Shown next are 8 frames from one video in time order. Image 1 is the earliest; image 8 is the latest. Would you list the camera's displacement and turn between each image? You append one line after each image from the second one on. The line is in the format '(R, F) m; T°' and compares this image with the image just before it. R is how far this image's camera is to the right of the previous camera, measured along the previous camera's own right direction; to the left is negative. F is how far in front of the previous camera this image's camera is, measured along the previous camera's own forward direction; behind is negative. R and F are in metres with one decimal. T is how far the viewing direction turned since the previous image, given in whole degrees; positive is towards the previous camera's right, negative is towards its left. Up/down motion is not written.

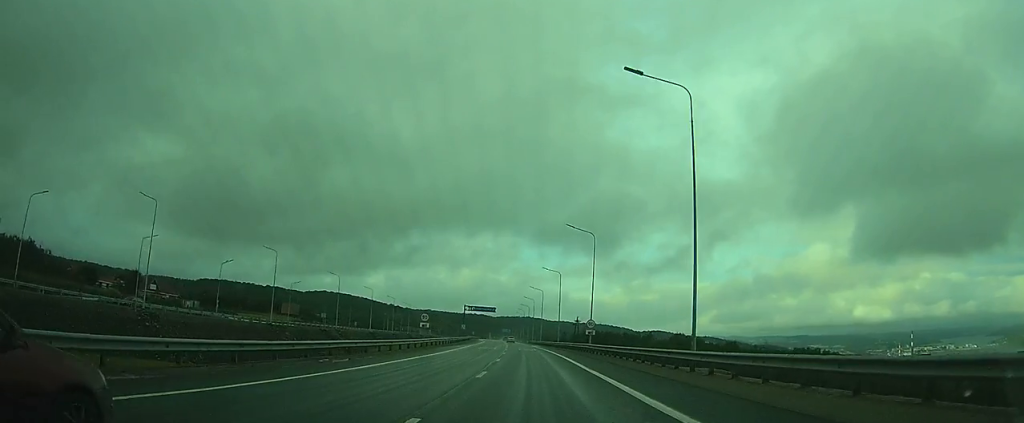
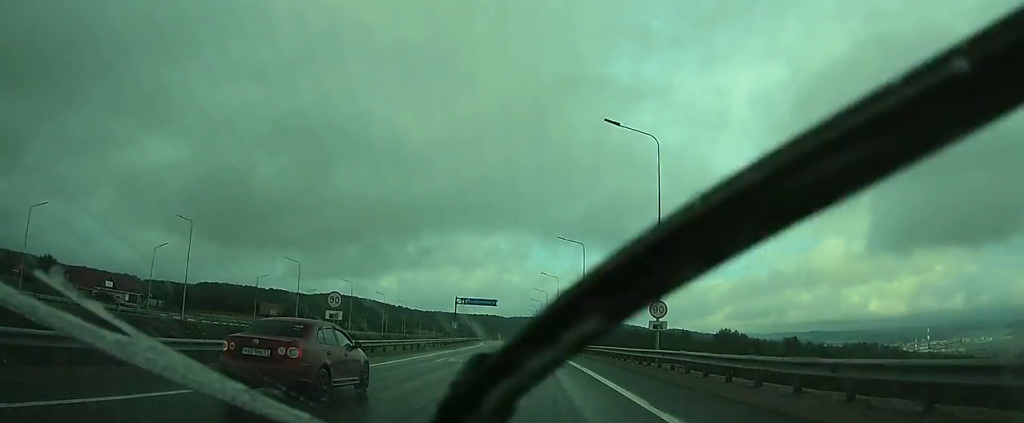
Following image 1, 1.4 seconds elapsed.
(-0.3, +28.5) m; -2°
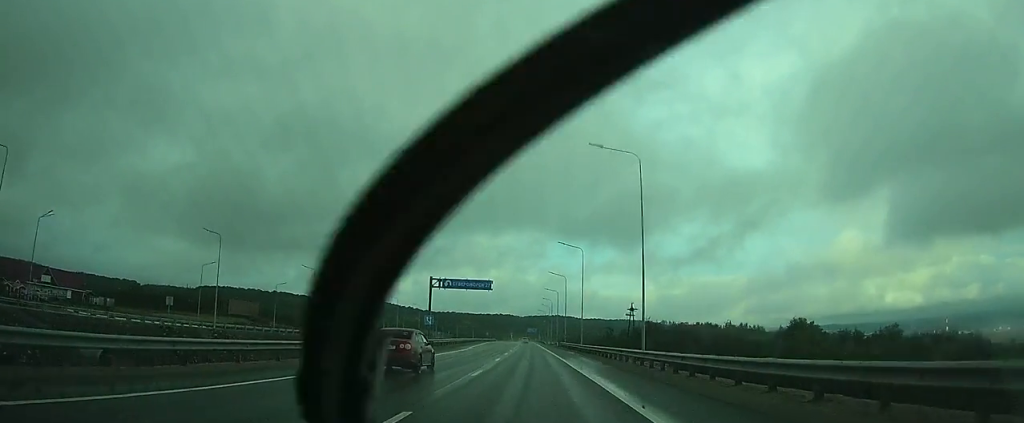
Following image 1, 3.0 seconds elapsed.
(-0.6, +31.6) m; -2°
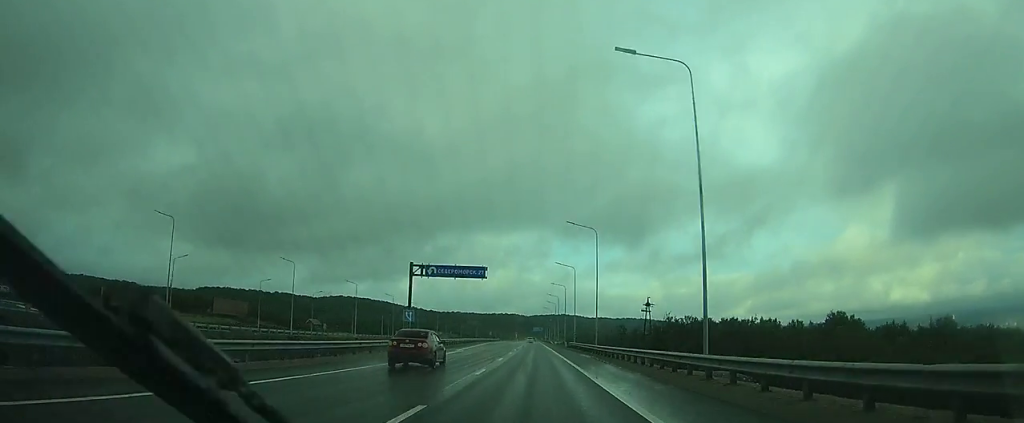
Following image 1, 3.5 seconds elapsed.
(0.0, +11.9) m; 0°
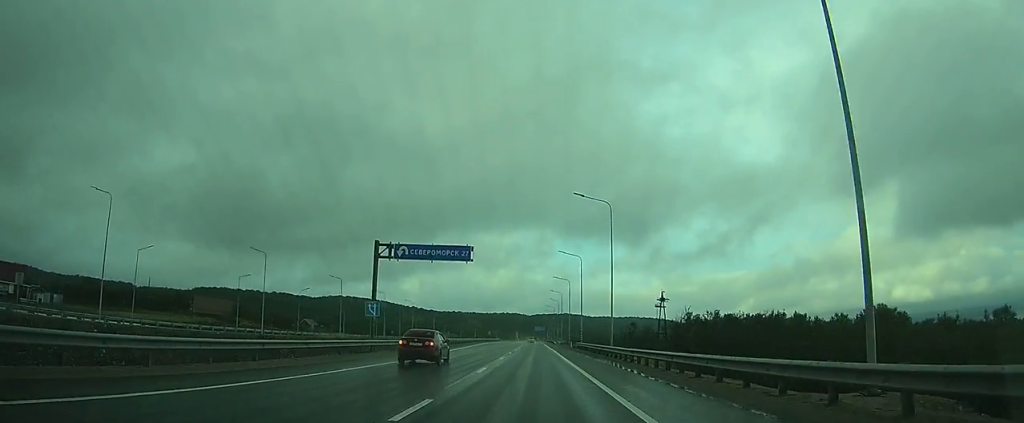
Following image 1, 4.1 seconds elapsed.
(0.0, +11.3) m; -1°
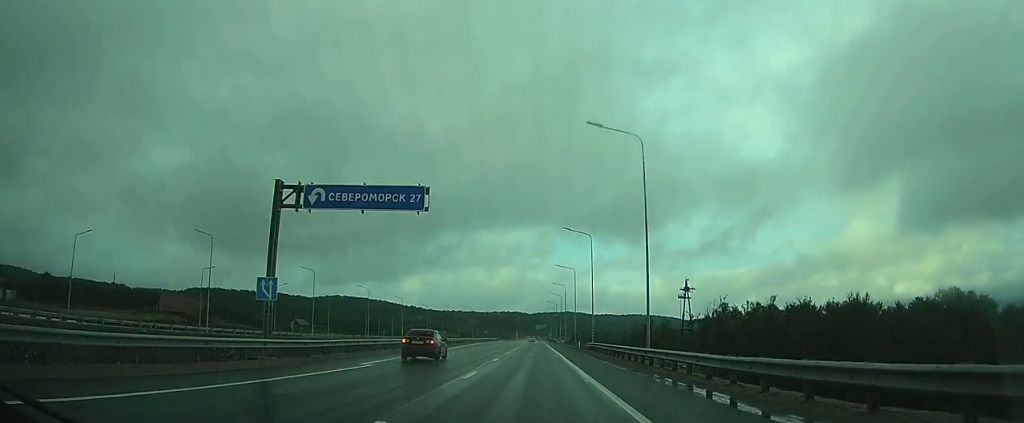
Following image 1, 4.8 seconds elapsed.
(0.0, +15.5) m; -1°
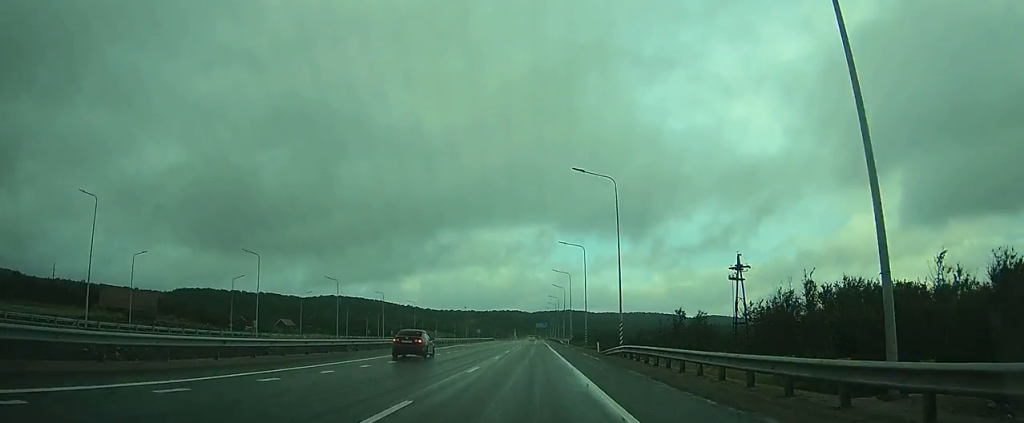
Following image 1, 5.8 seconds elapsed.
(-0.3, +22.0) m; -1°
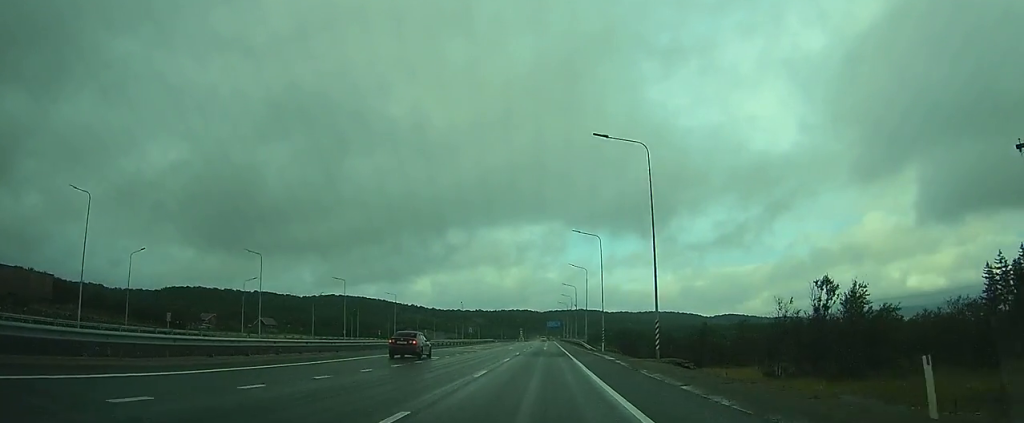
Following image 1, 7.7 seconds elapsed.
(0.0, +38.9) m; 0°
